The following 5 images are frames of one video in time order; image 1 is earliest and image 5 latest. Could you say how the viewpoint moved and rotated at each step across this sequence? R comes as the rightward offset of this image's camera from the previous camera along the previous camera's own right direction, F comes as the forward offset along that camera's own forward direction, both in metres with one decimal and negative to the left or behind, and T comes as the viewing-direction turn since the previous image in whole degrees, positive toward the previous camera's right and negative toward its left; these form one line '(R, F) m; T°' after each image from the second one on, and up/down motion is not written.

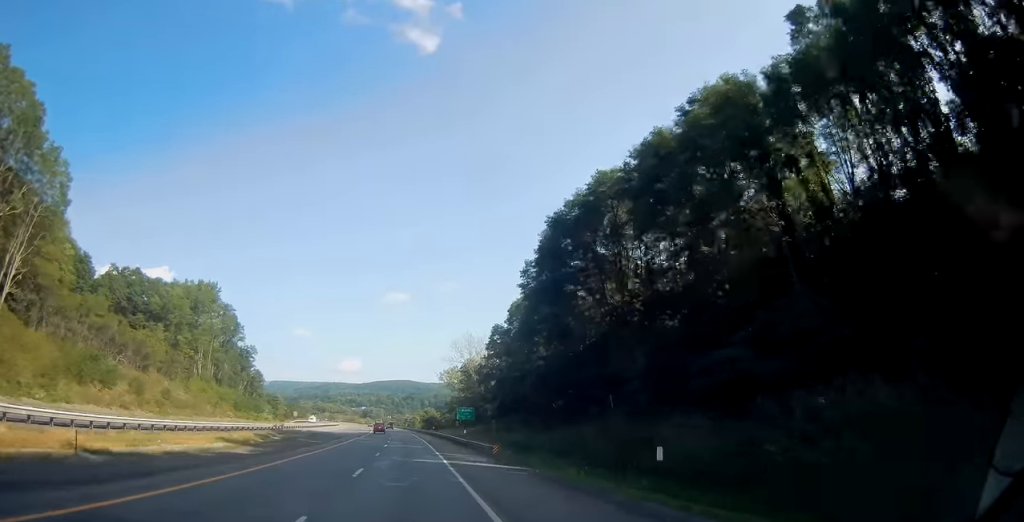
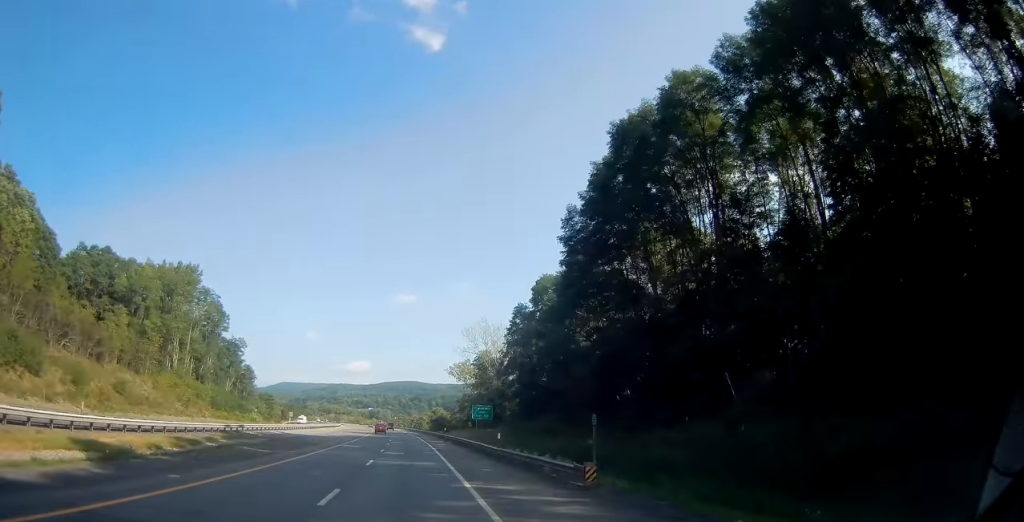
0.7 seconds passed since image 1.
(-0.1, +19.3) m; -1°
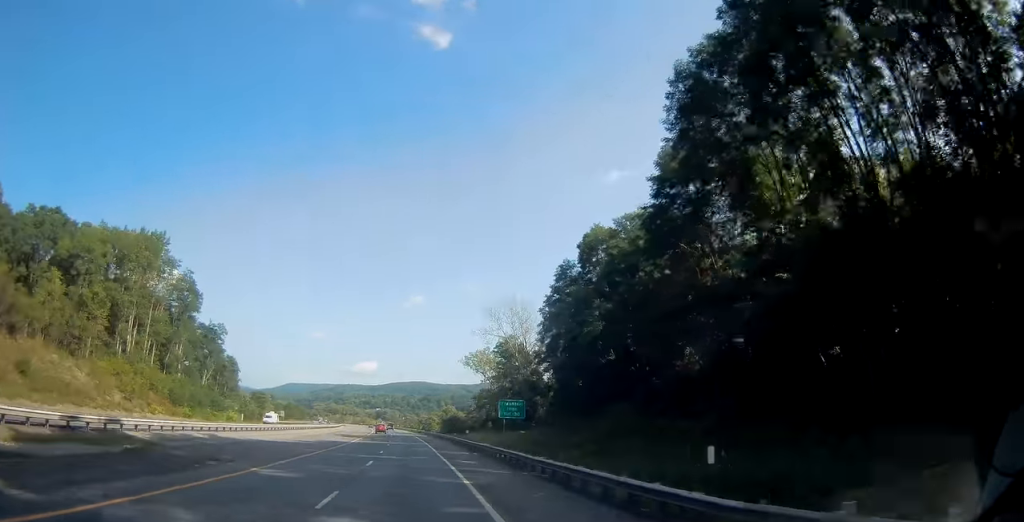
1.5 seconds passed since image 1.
(-0.2, +25.1) m; 0°
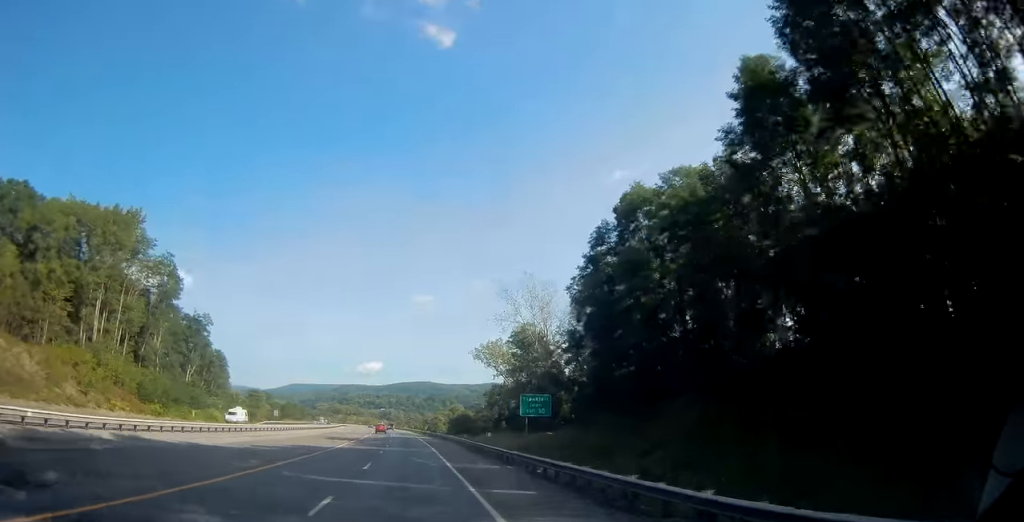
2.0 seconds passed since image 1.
(0.0, +13.5) m; -1°
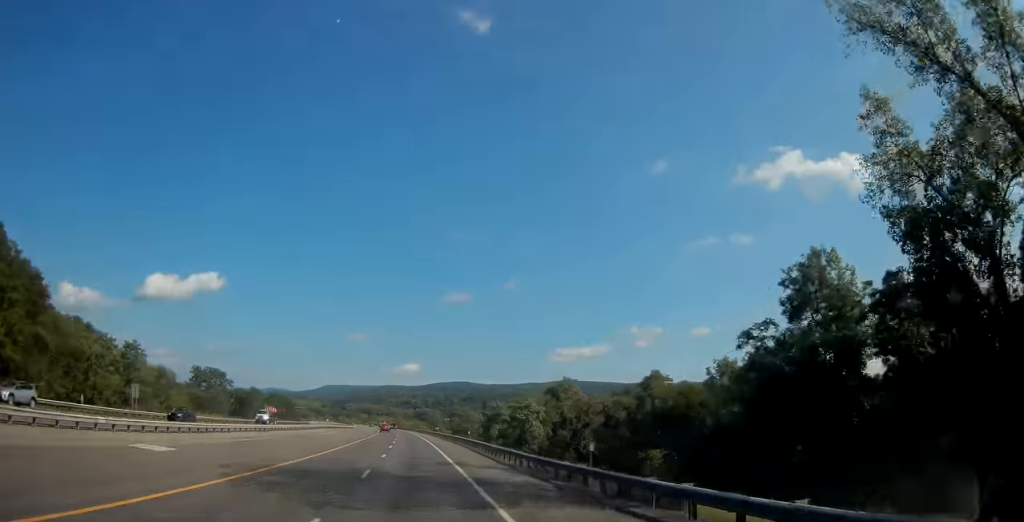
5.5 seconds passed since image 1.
(-4.0, +100.8) m; -4°
